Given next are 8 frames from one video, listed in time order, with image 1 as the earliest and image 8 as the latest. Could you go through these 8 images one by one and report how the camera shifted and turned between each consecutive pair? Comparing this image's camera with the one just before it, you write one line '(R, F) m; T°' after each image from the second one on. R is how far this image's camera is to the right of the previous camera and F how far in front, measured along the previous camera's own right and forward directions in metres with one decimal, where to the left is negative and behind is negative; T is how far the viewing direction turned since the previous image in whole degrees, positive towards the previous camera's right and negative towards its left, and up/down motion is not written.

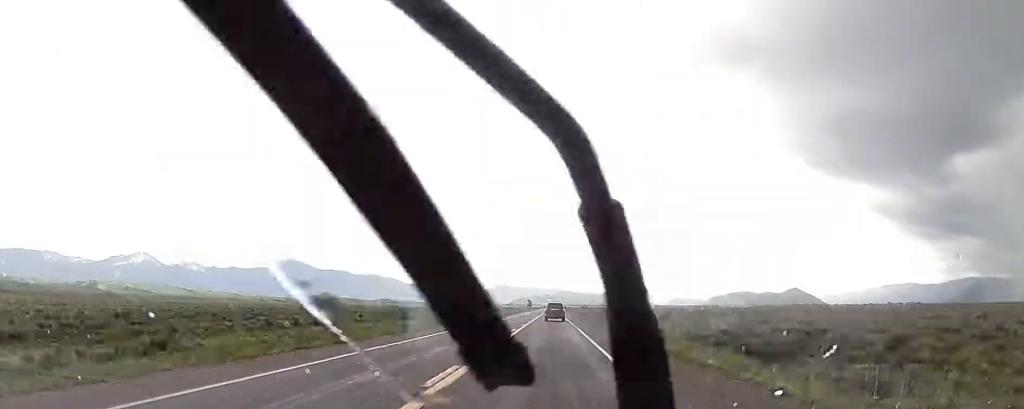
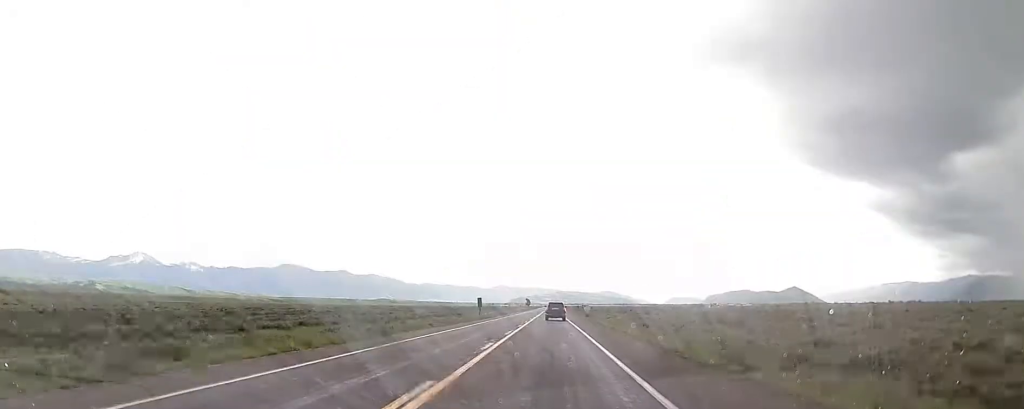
(+0.3, +15.4) m; 0°
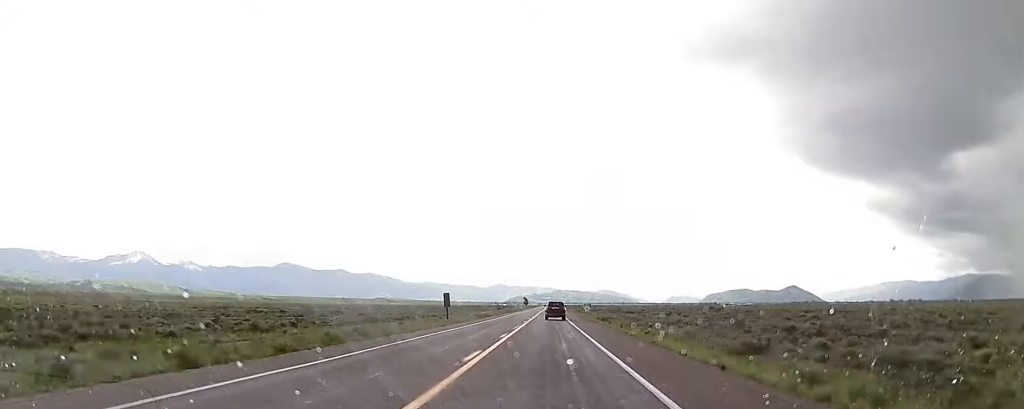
(-0.4, +28.6) m; 0°
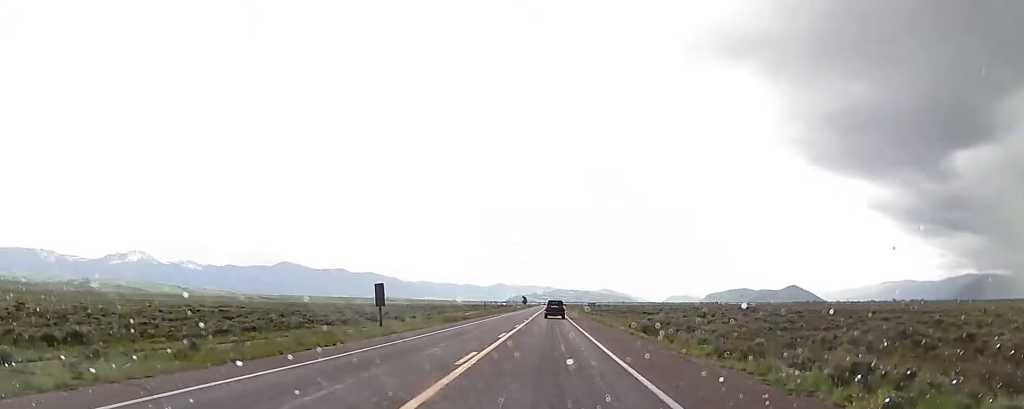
(+0.3, +25.3) m; 0°
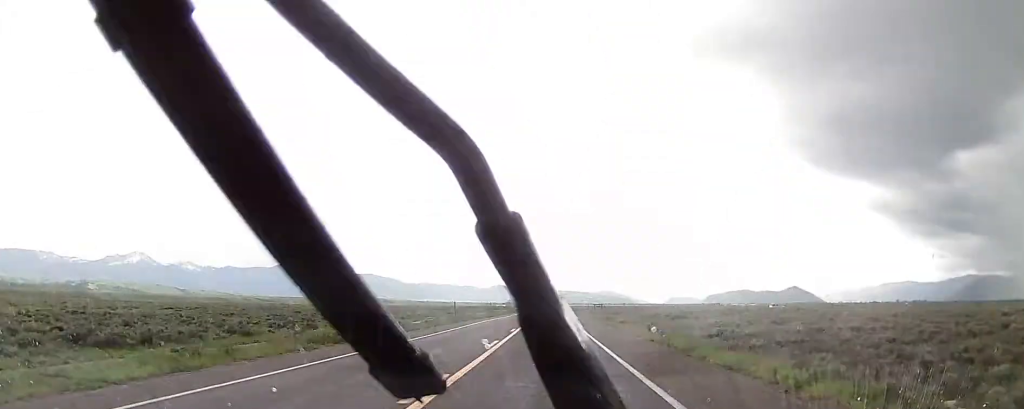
(-0.2, +30.3) m; 0°
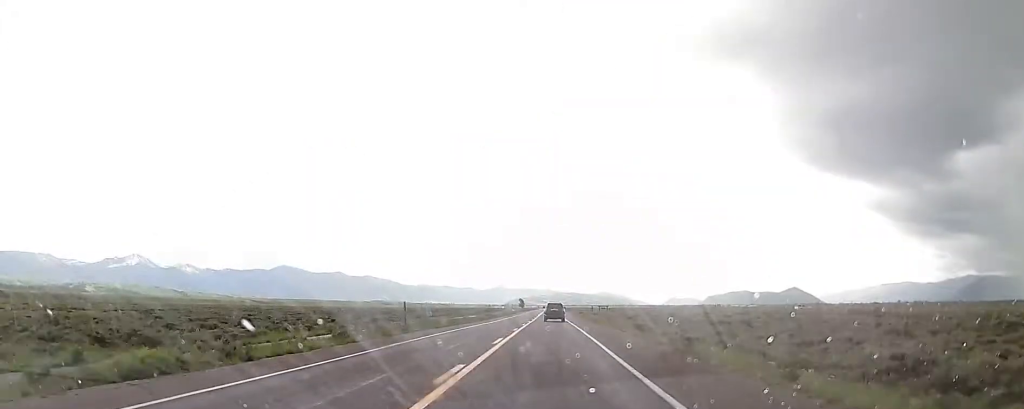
(+0.2, +22.1) m; 0°
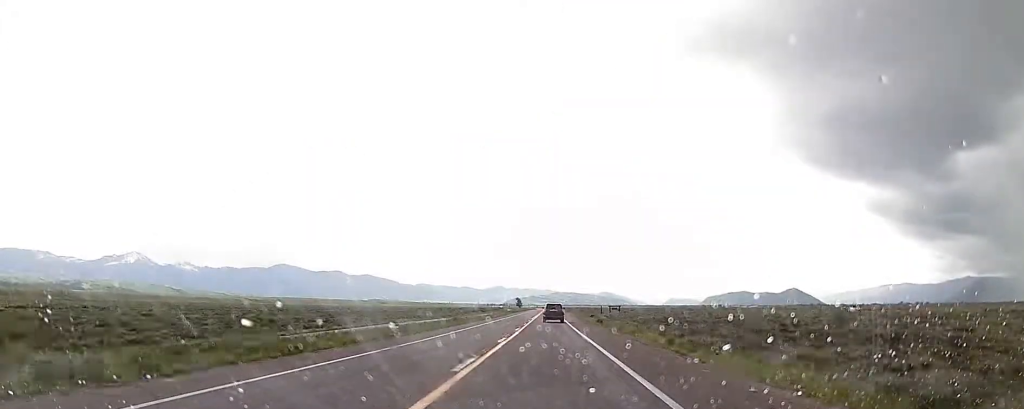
(-0.1, +33.9) m; 0°
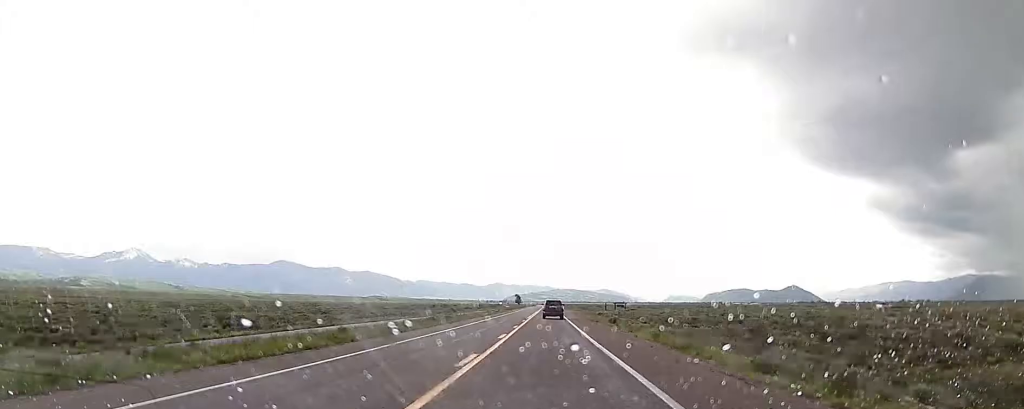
(0.0, +11.7) m; 0°
